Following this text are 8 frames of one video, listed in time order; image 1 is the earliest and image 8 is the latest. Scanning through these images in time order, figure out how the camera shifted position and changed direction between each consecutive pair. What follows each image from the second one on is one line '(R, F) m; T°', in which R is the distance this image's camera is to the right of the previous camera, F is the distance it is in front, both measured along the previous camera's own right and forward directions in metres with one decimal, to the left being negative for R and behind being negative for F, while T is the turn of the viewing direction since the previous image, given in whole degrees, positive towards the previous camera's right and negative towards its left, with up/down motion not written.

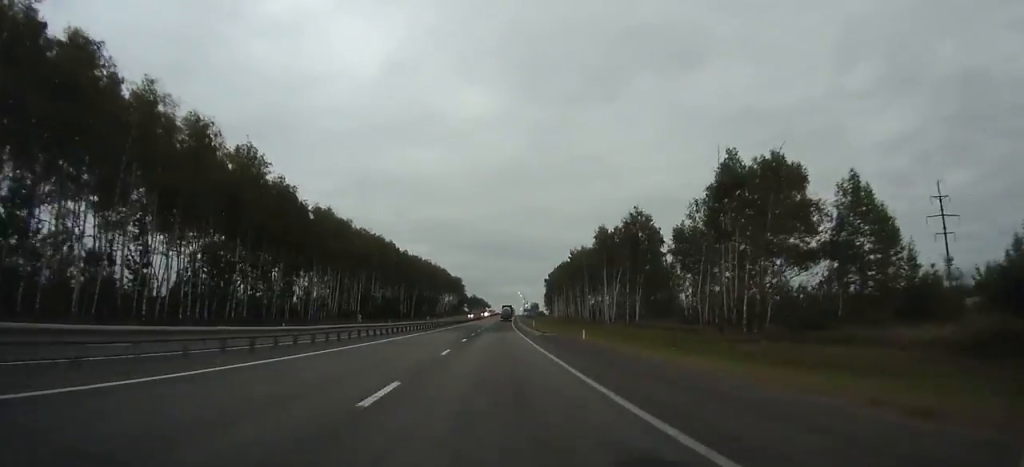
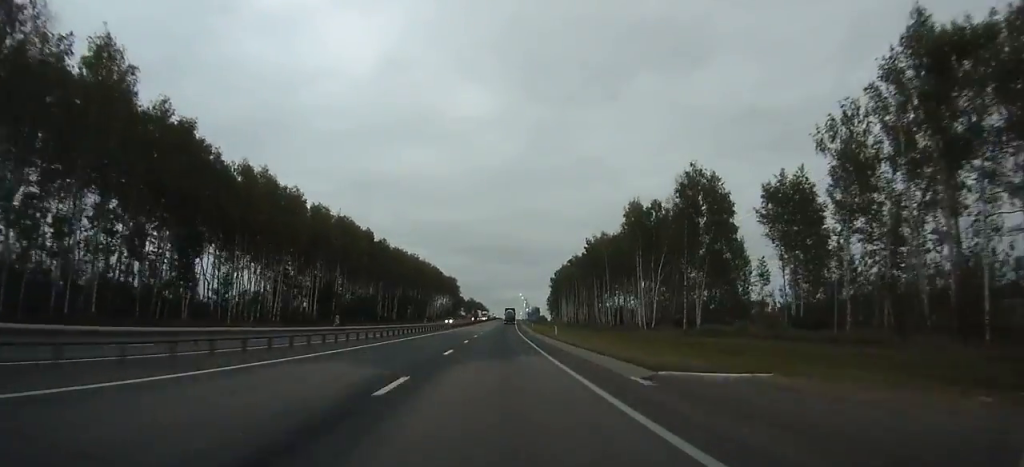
(-0.1, +35.3) m; 0°
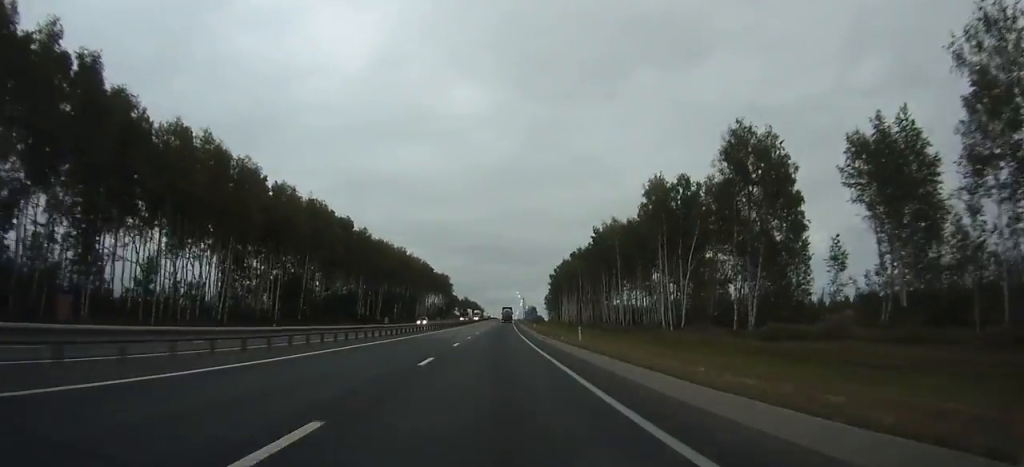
(-0.1, +18.1) m; 0°
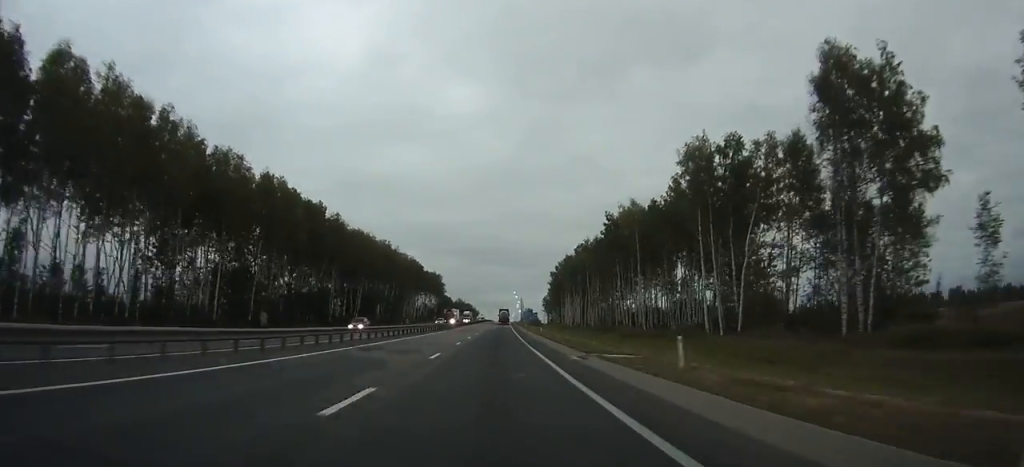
(+0.1, +20.7) m; 0°
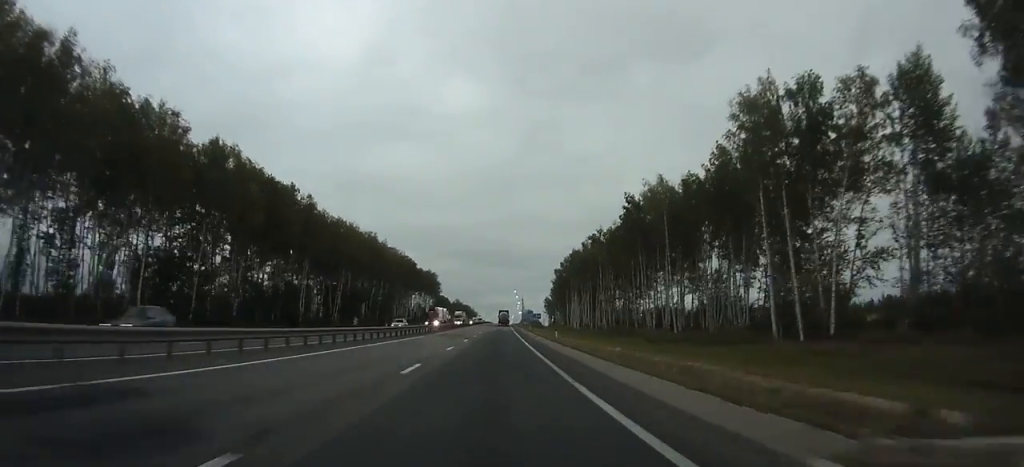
(+0.1, +17.8) m; 0°
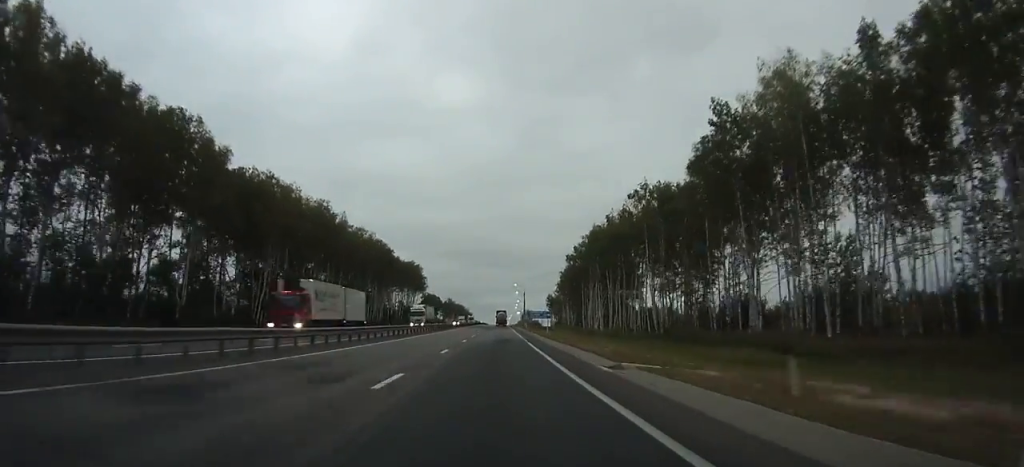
(+0.2, +39.5) m; +1°
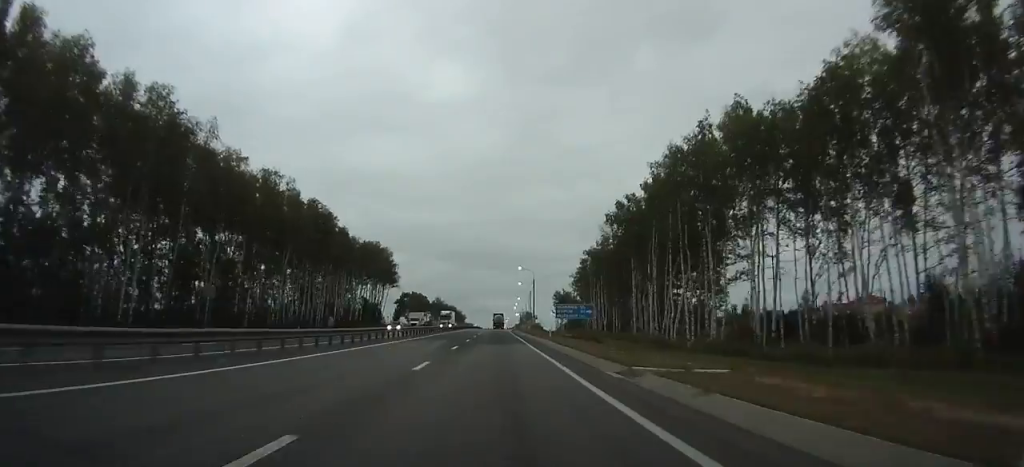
(+0.3, +55.6) m; 0°
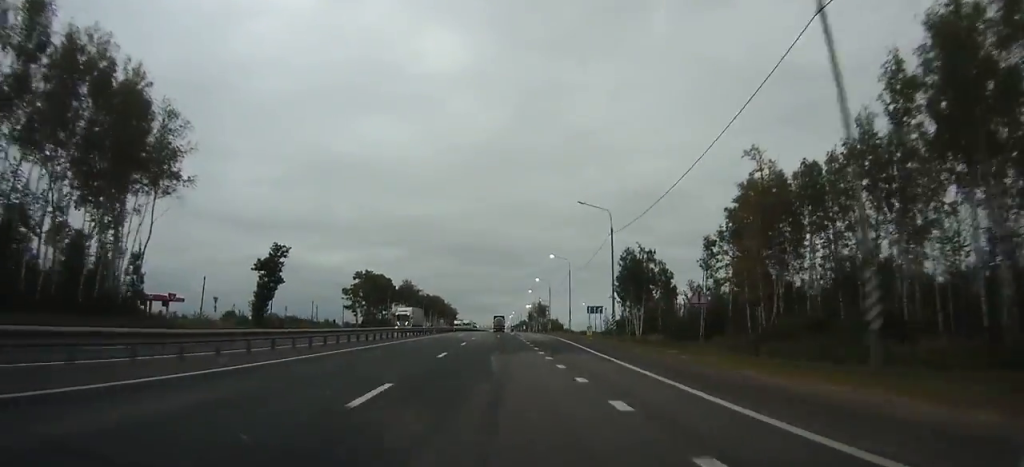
(+1.2, +125.5) m; +1°
